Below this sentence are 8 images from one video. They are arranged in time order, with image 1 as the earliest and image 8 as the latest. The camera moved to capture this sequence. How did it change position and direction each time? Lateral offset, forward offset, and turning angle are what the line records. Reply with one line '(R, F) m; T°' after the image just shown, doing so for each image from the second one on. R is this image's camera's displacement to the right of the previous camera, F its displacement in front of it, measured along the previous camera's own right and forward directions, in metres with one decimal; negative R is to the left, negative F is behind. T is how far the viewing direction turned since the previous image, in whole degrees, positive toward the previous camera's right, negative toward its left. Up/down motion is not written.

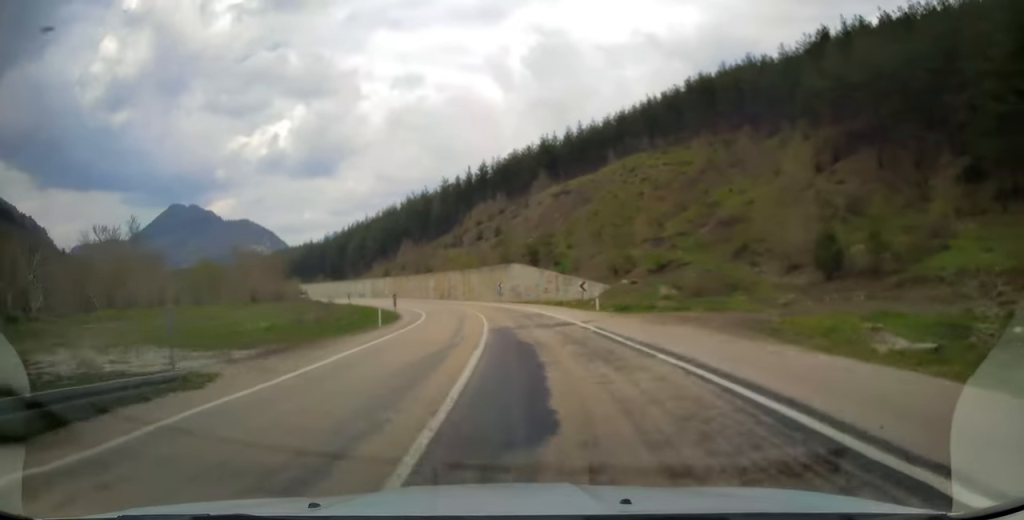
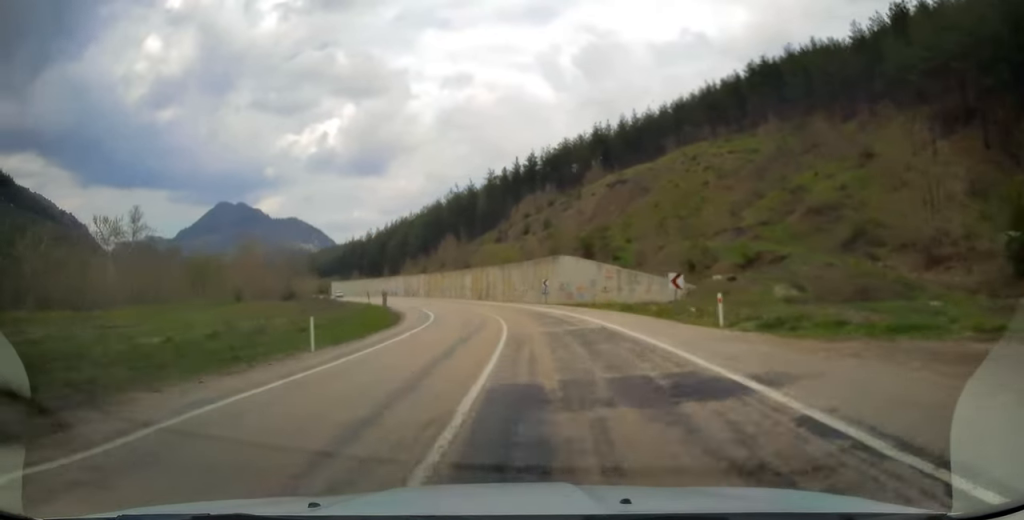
(-0.4, +15.3) m; -4°
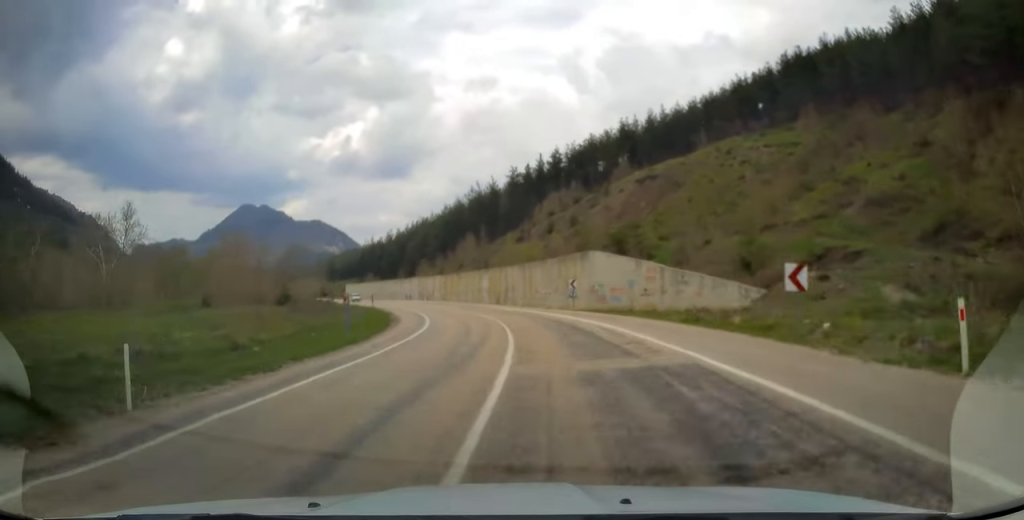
(-0.4, +9.5) m; -2°
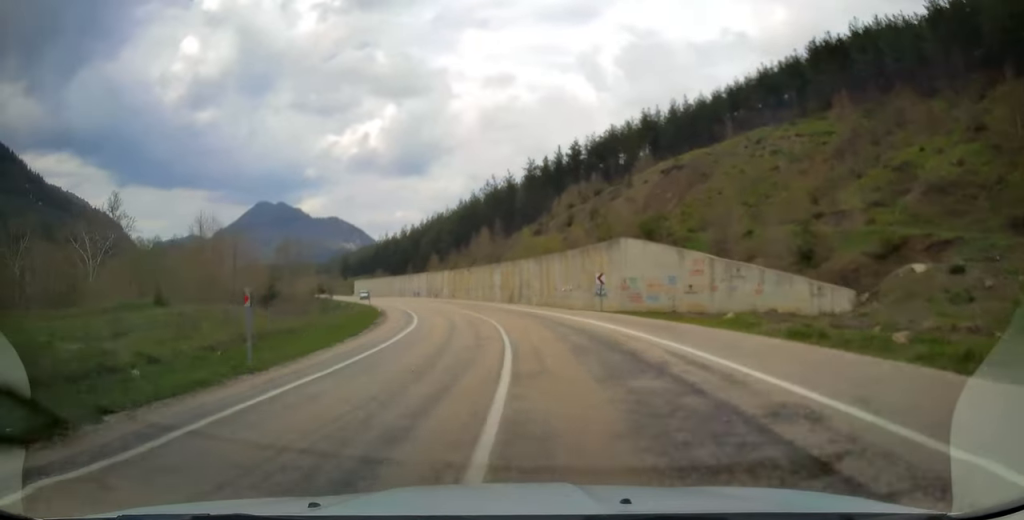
(0.0, +8.8) m; -2°
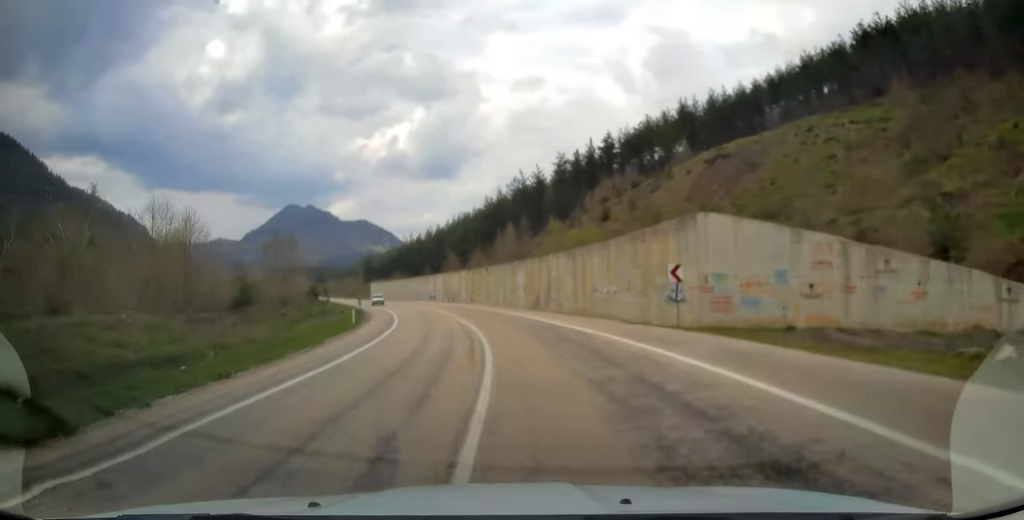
(-0.5, +13.1) m; -4°
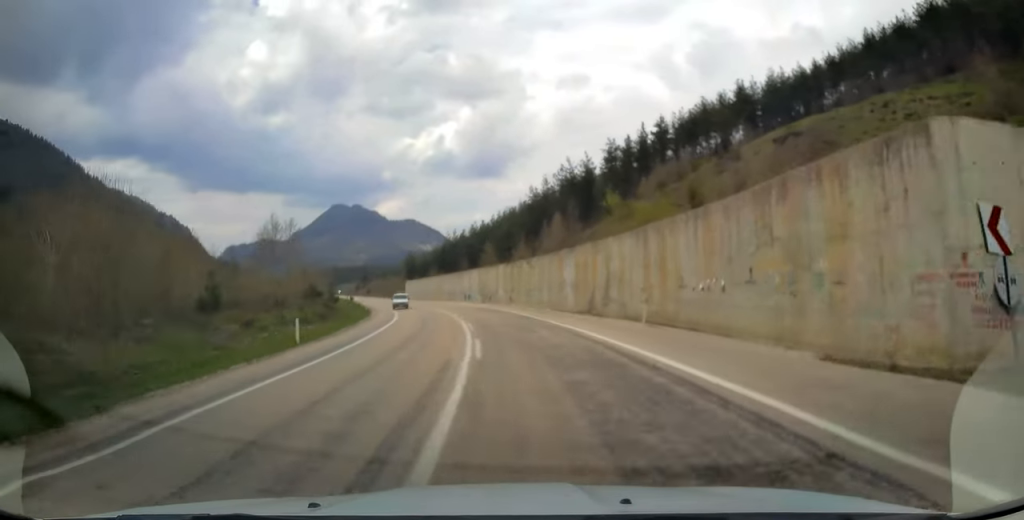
(-0.3, +13.9) m; -4°
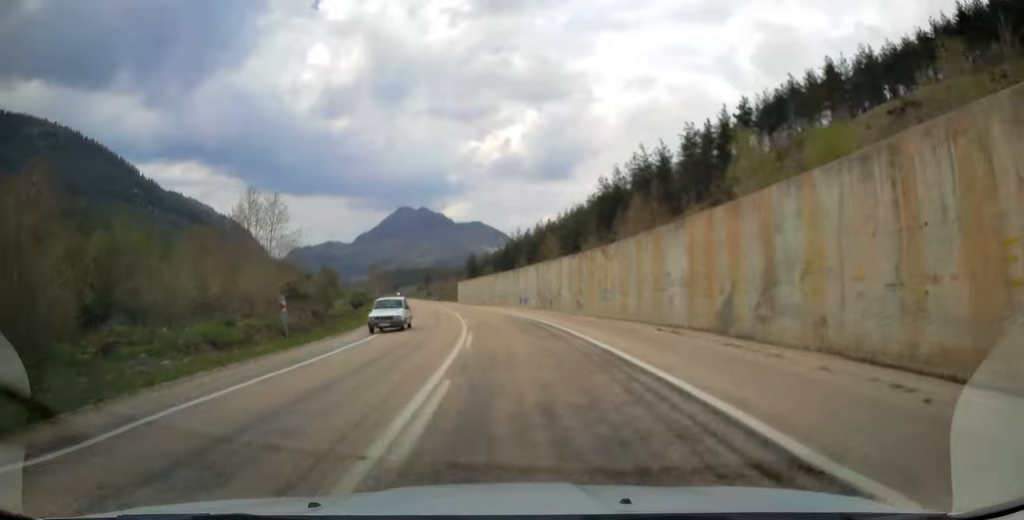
(-0.9, +19.1) m; -6°
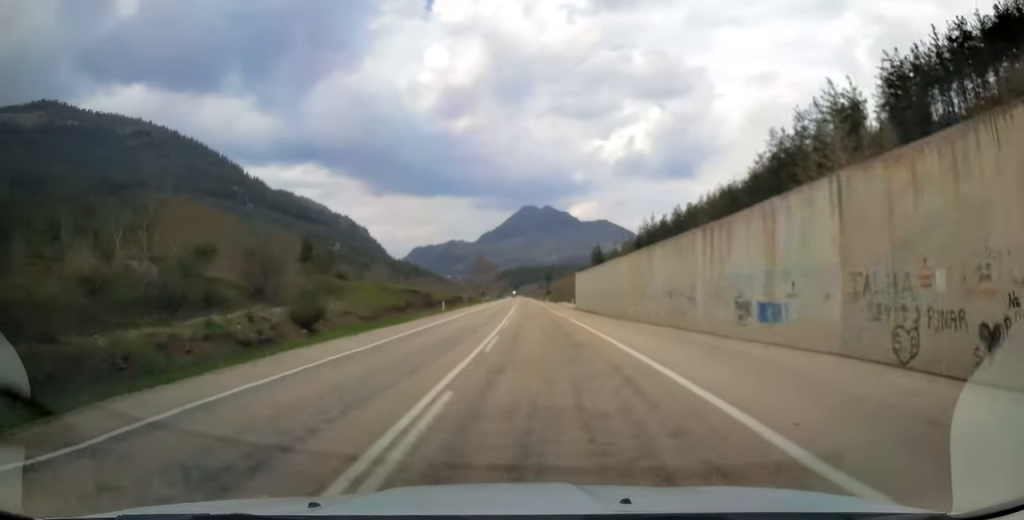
(-5.1, +46.8) m; -11°
